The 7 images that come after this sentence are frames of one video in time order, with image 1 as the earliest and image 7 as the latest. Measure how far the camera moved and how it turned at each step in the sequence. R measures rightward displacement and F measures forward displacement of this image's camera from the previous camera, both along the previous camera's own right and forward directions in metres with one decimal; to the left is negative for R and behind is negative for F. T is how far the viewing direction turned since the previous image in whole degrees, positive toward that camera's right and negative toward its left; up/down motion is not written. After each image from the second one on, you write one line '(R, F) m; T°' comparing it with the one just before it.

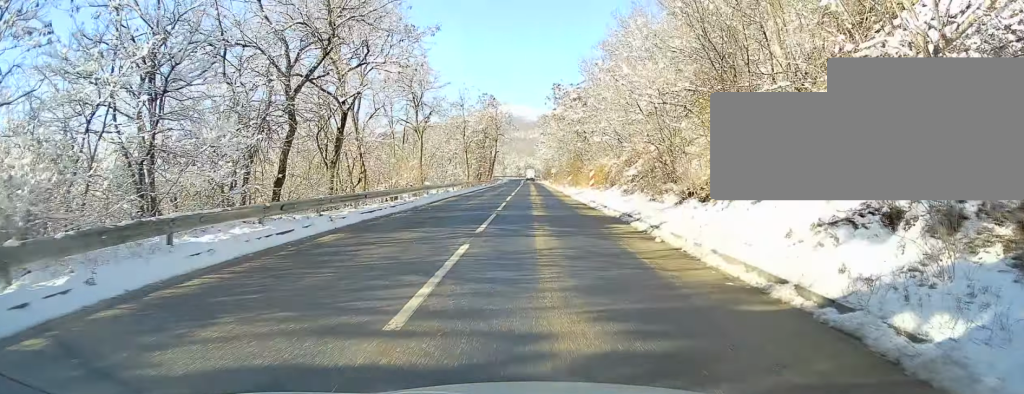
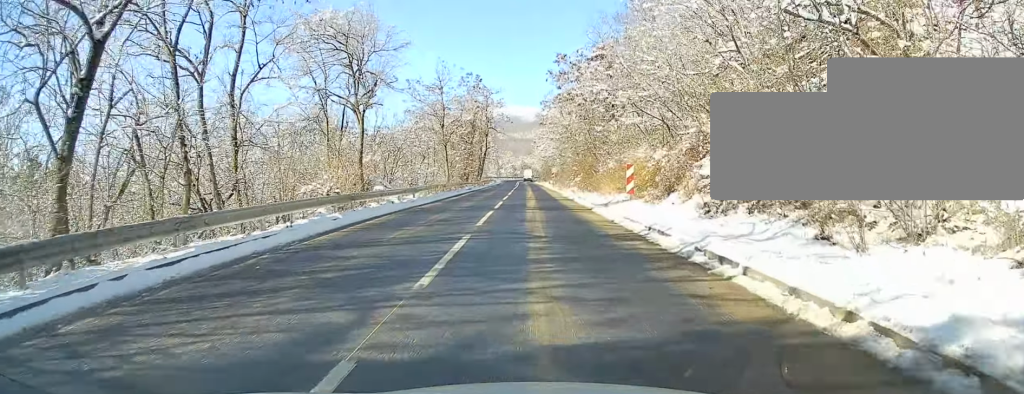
(0.0, +15.7) m; 0°
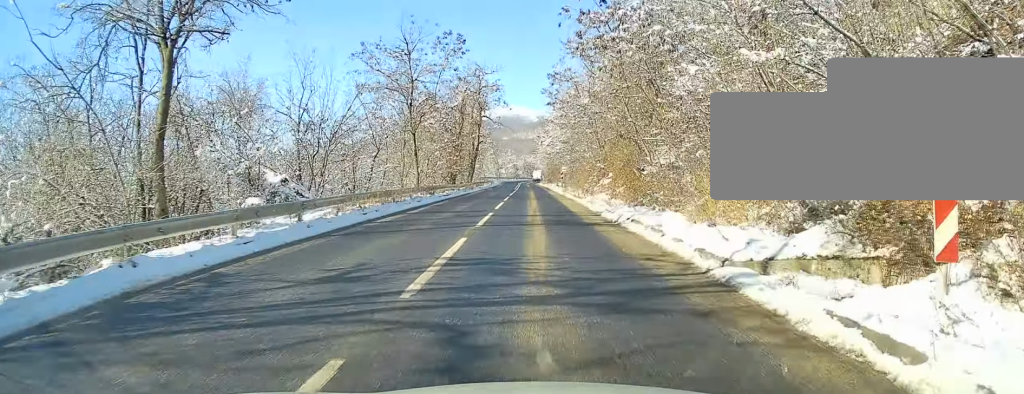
(-0.1, +17.5) m; -1°
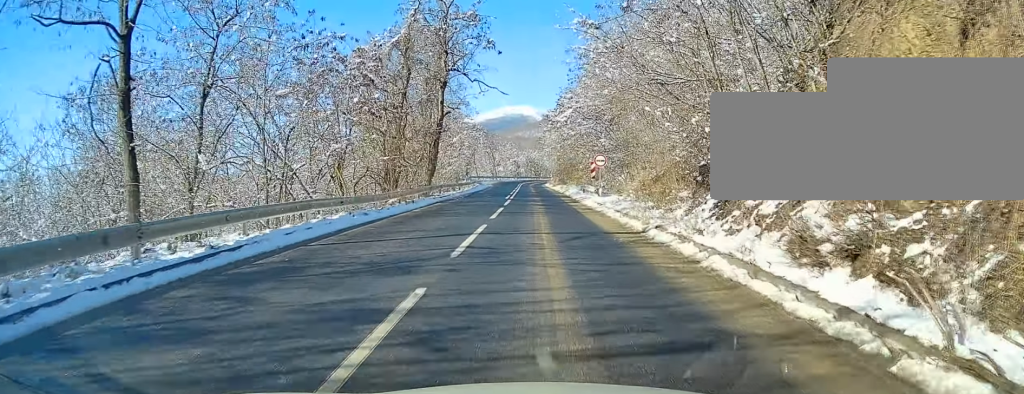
(+0.2, +31.8) m; +2°
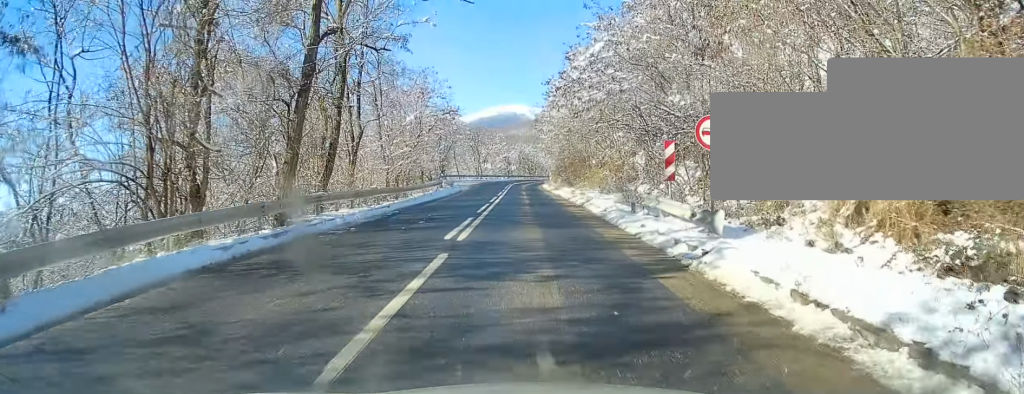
(-0.1, +22.7) m; -1°
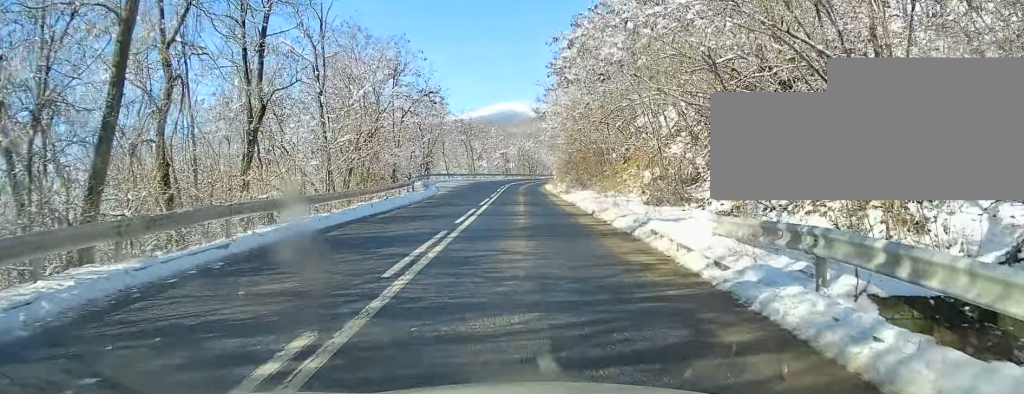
(-0.4, +13.3) m; 0°
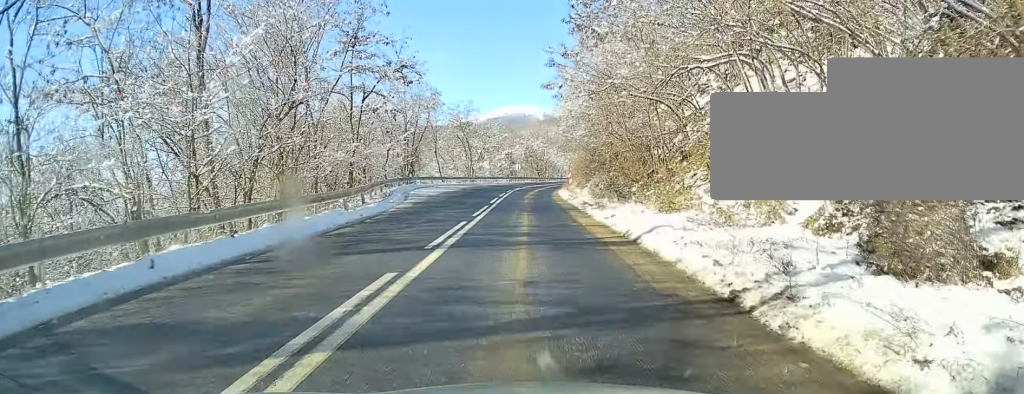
(+0.3, +13.8) m; 0°
